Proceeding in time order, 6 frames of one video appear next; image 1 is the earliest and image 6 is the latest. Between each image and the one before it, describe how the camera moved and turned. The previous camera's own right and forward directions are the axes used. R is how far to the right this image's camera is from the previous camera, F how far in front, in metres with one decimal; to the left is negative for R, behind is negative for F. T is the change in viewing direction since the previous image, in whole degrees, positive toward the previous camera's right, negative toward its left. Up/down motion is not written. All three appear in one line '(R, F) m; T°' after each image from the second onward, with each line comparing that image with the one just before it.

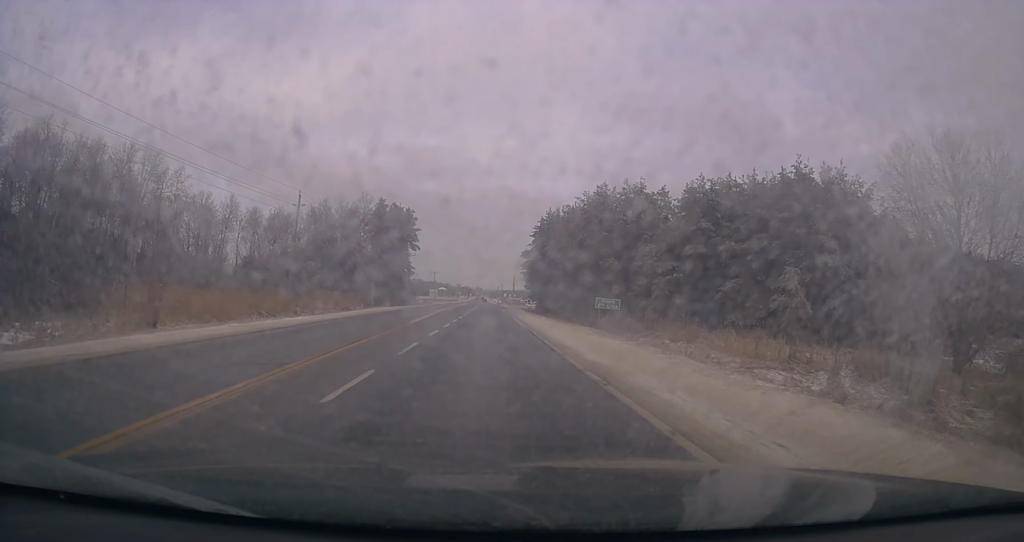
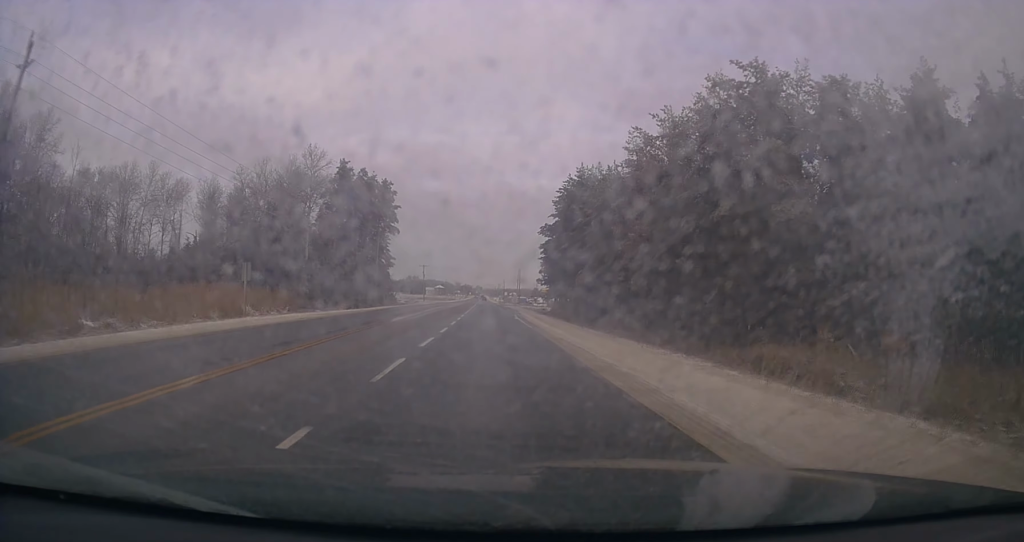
(-0.2, +34.6) m; 0°
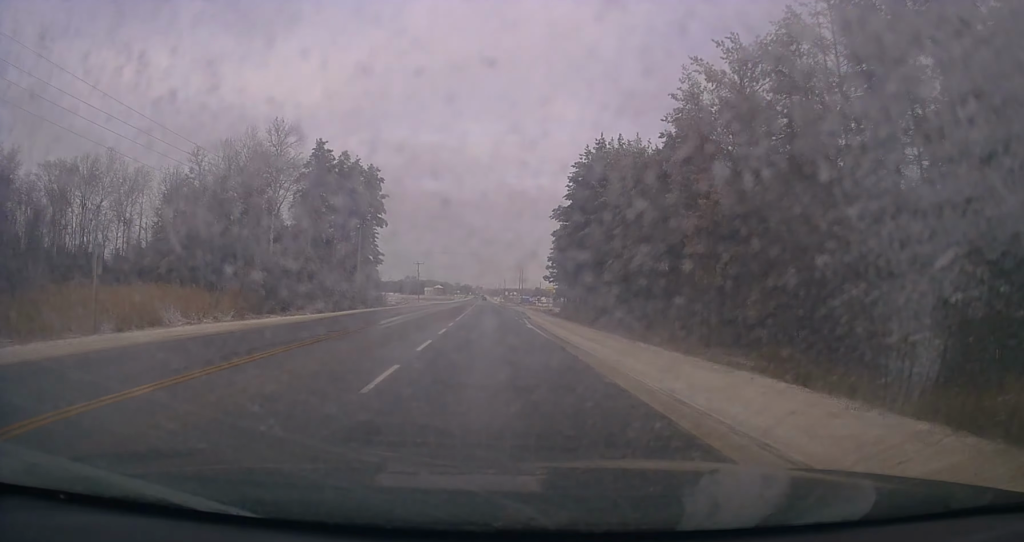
(0.0, +12.7) m; 0°
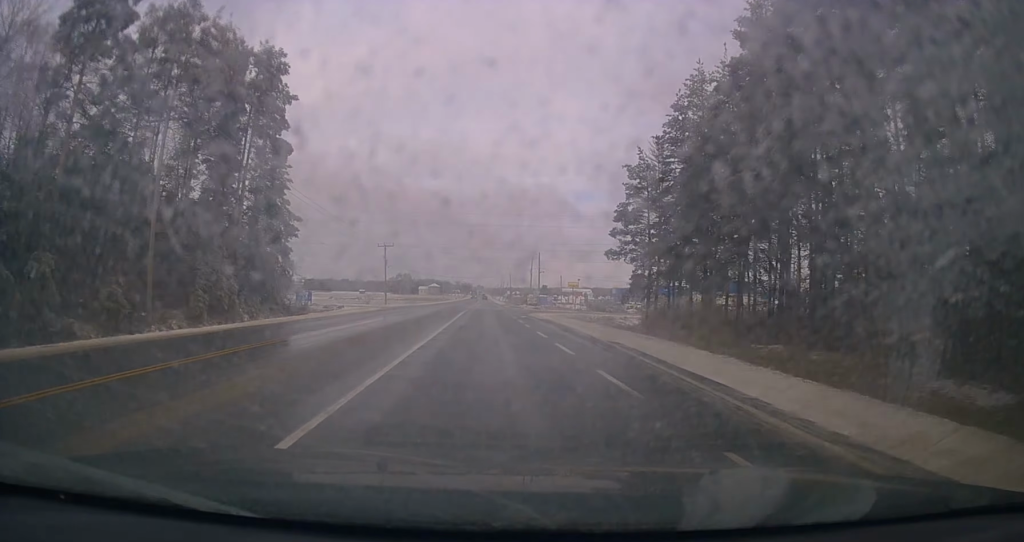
(+0.9, +50.5) m; +1°
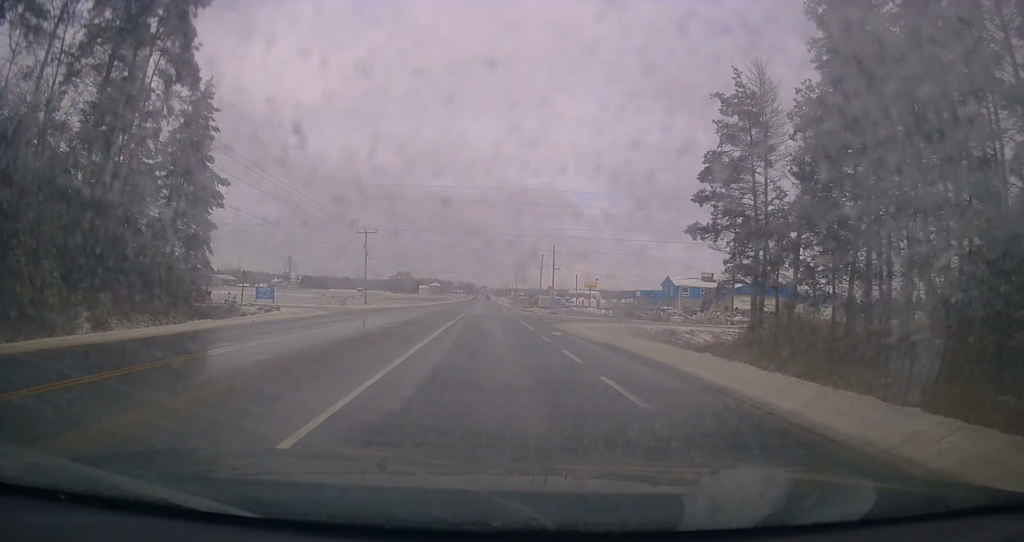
(-0.2, +19.3) m; -1°
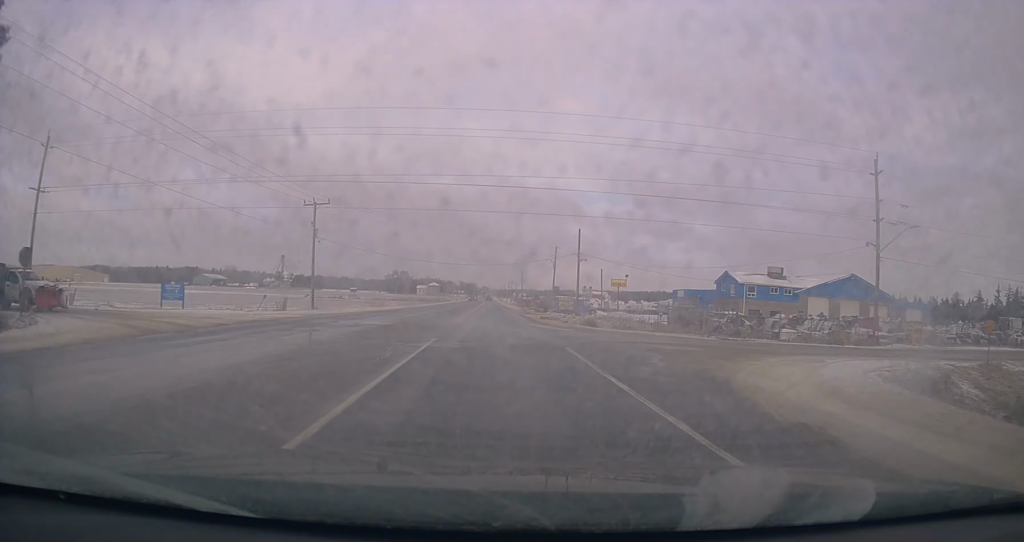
(0.0, +25.5) m; +1°
